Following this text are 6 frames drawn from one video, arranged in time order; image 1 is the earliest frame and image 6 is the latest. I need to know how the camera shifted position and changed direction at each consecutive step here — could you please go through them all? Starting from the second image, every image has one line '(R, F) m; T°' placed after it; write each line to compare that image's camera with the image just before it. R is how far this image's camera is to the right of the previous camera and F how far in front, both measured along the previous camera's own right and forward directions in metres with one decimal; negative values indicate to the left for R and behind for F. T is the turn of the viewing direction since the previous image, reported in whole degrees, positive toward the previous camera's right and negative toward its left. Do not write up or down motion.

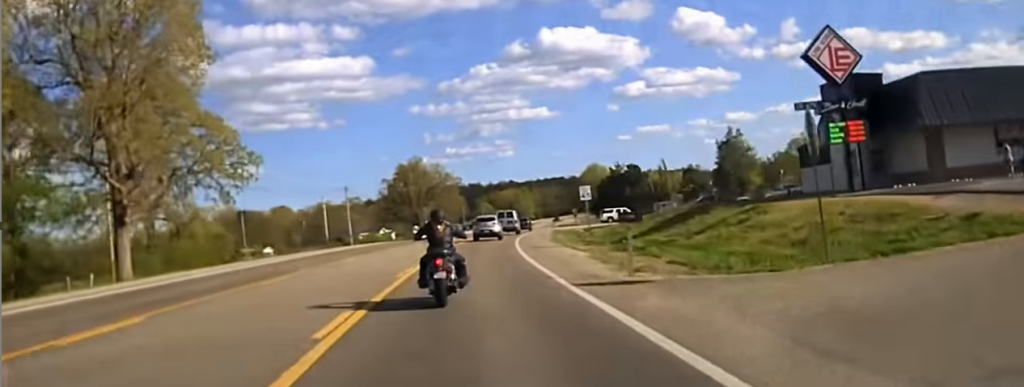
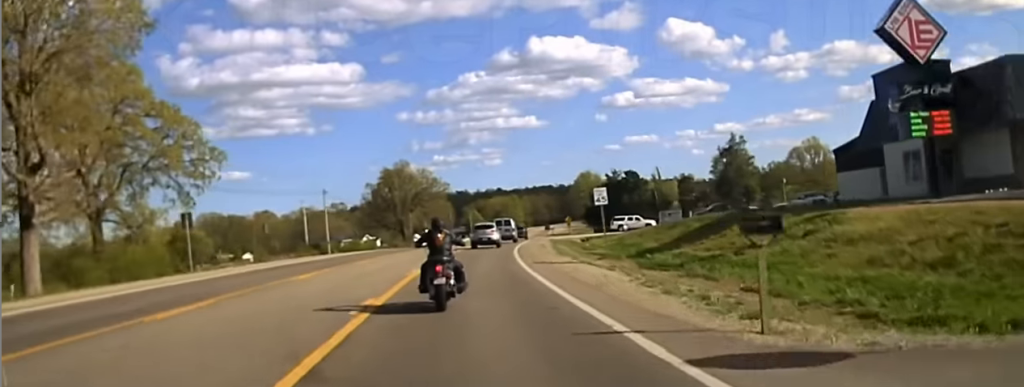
(-0.1, +8.4) m; +2°
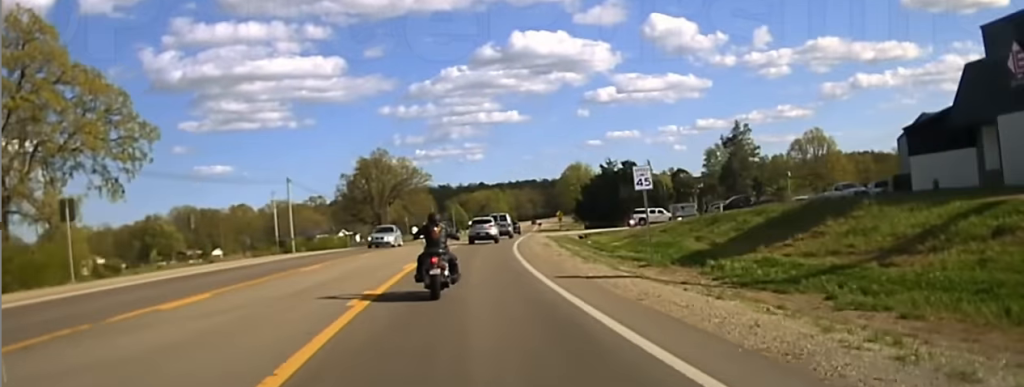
(+0.8, +12.4) m; +2°
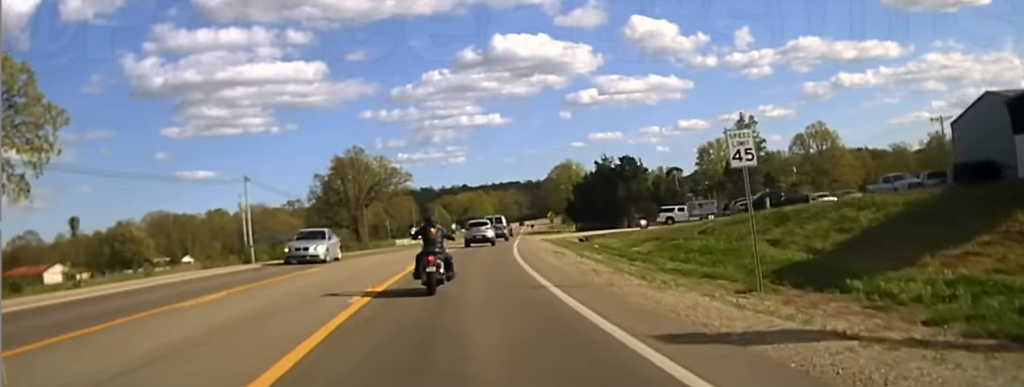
(+0.2, +11.3) m; +1°
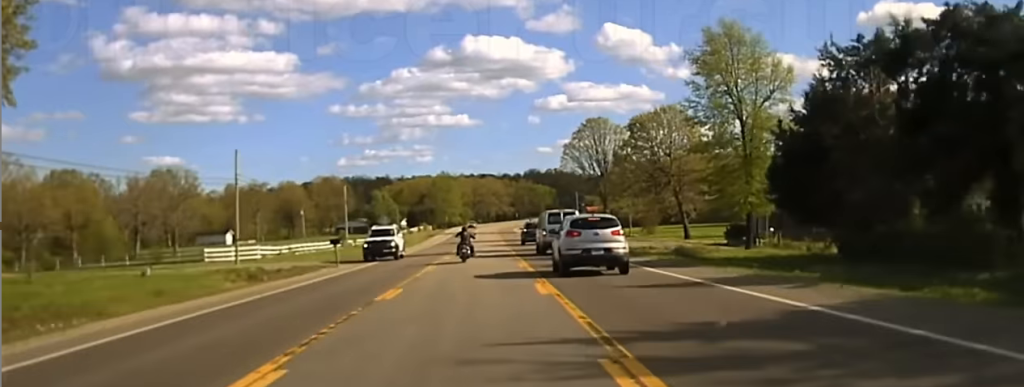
(+1.3, +123.7) m; 0°
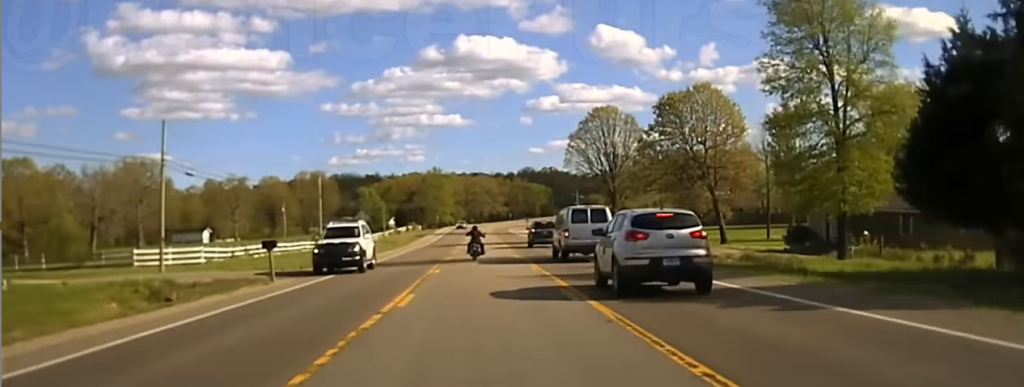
(-0.2, +14.4) m; 0°
